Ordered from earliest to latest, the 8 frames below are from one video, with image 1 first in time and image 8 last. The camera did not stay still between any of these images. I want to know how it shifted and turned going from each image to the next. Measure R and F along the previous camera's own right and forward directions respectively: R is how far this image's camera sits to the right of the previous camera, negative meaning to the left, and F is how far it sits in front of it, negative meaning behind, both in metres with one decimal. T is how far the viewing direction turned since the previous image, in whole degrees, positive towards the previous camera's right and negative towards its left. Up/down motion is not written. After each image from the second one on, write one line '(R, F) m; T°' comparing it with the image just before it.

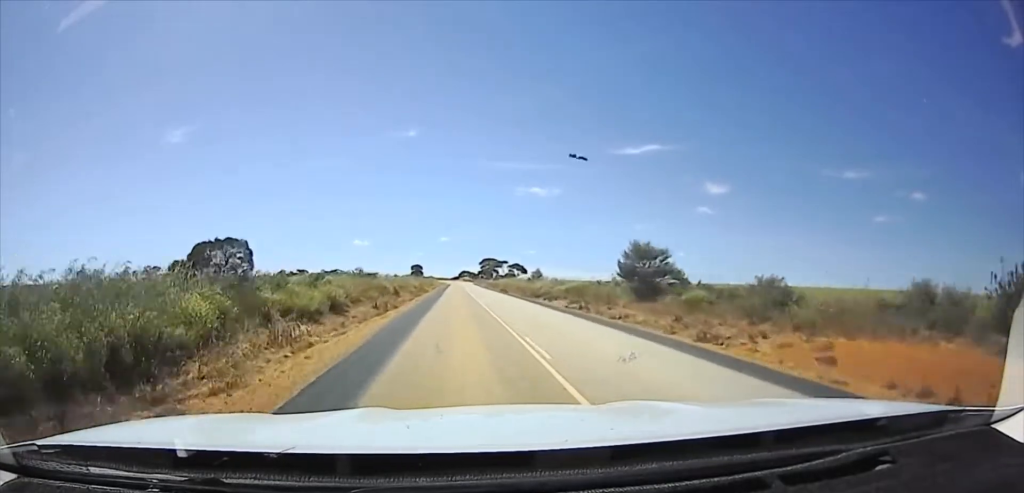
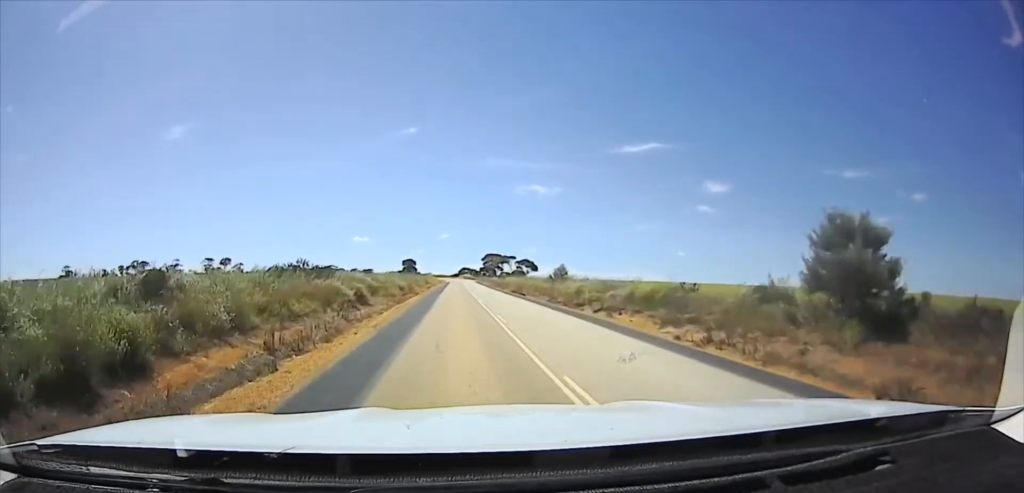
(-0.2, +20.8) m; 0°
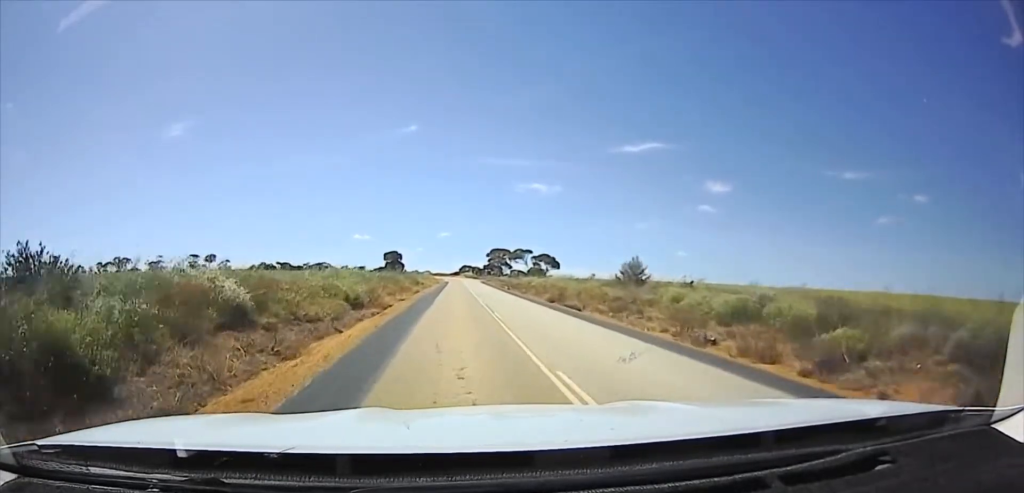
(0.0, +30.2) m; +1°
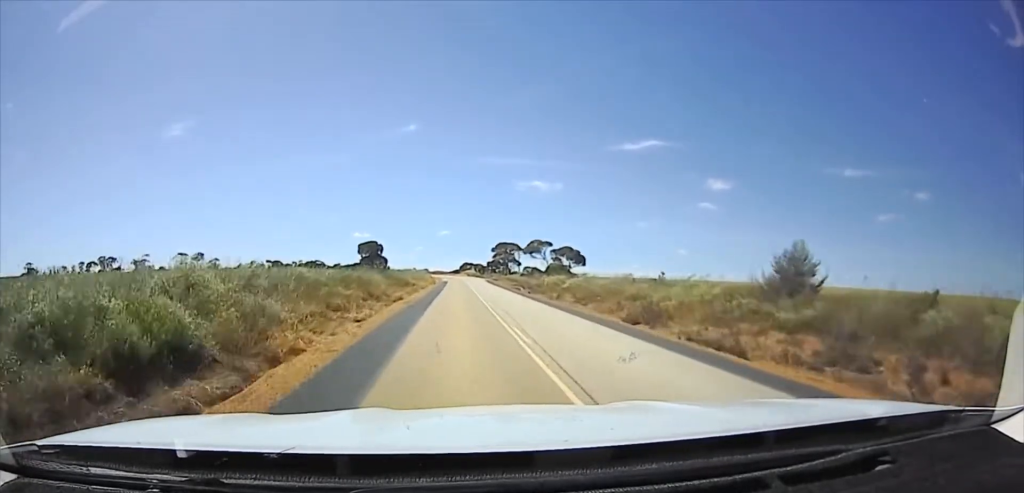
(+0.4, +21.2) m; +1°
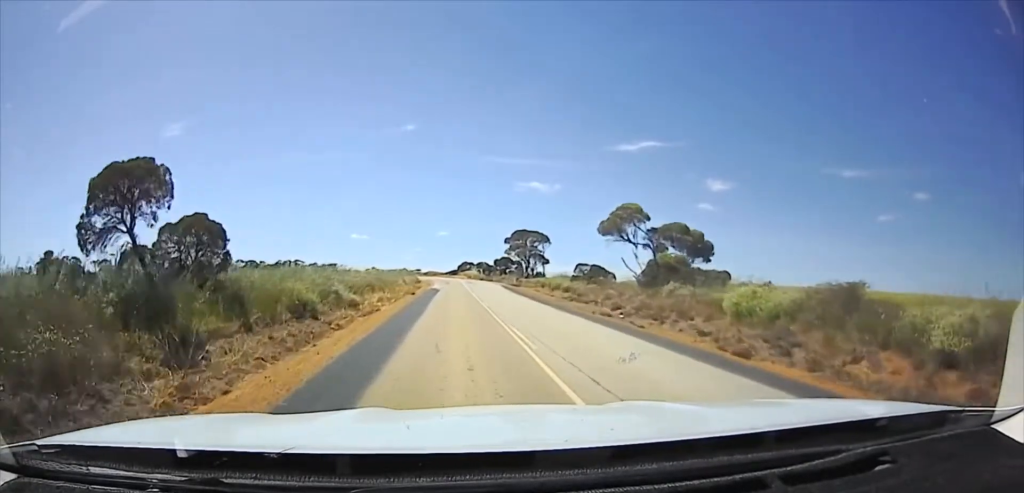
(+0.1, +43.2) m; 0°
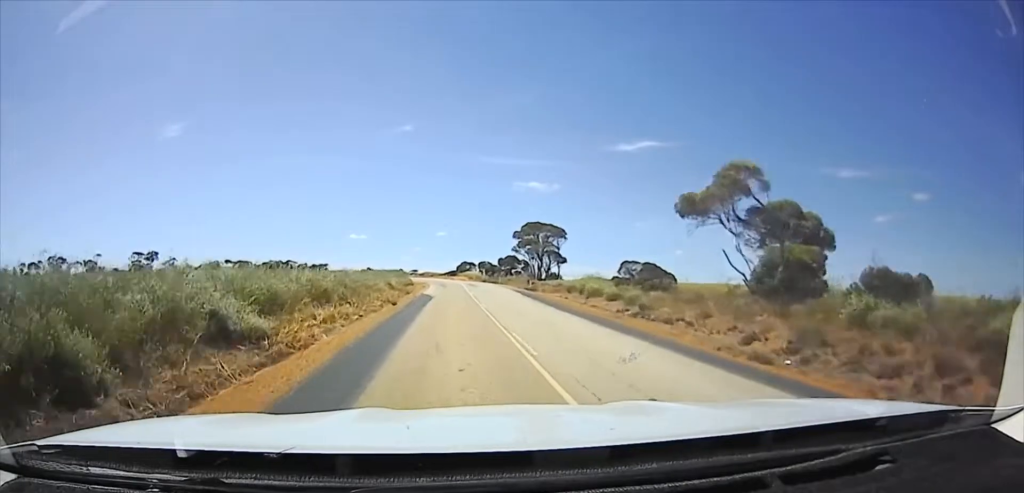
(0.0, +14.9) m; 0°
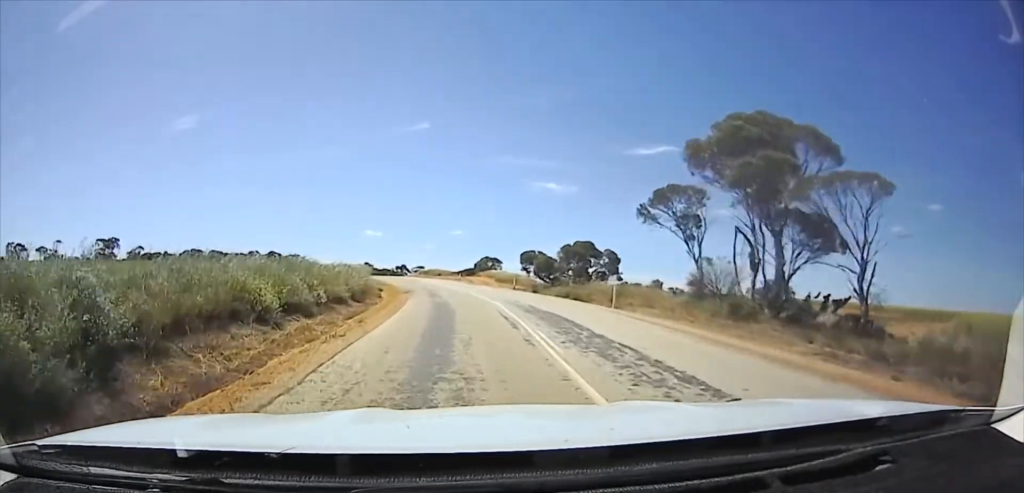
(0.0, +54.9) m; 0°
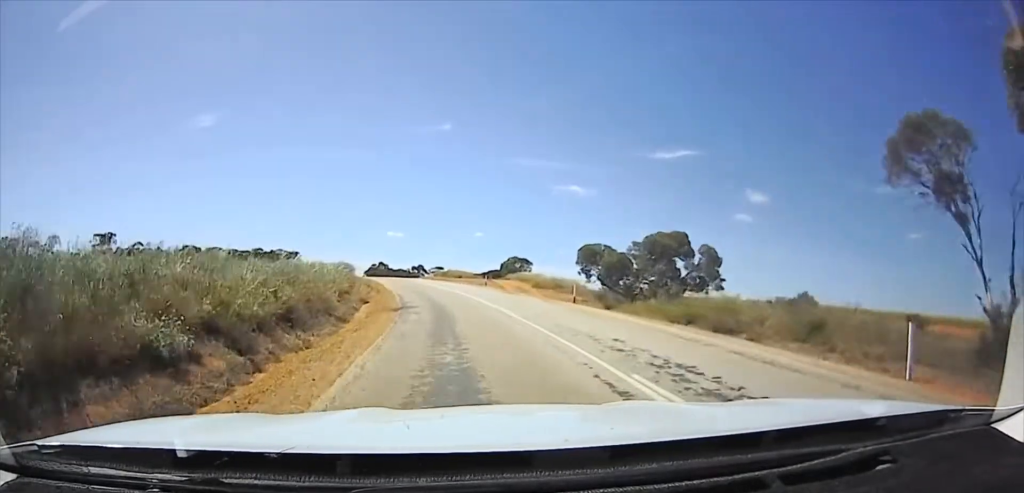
(0.0, +19.4) m; 0°
